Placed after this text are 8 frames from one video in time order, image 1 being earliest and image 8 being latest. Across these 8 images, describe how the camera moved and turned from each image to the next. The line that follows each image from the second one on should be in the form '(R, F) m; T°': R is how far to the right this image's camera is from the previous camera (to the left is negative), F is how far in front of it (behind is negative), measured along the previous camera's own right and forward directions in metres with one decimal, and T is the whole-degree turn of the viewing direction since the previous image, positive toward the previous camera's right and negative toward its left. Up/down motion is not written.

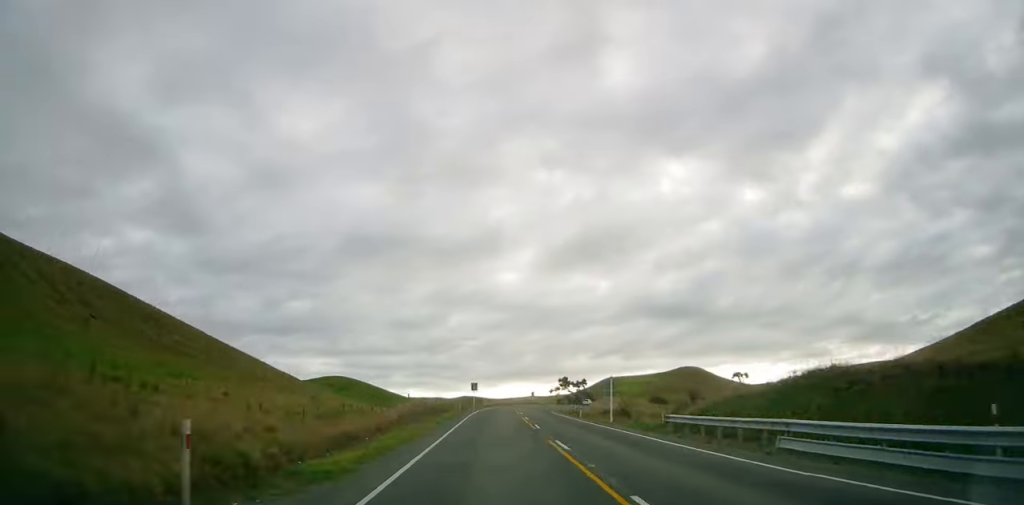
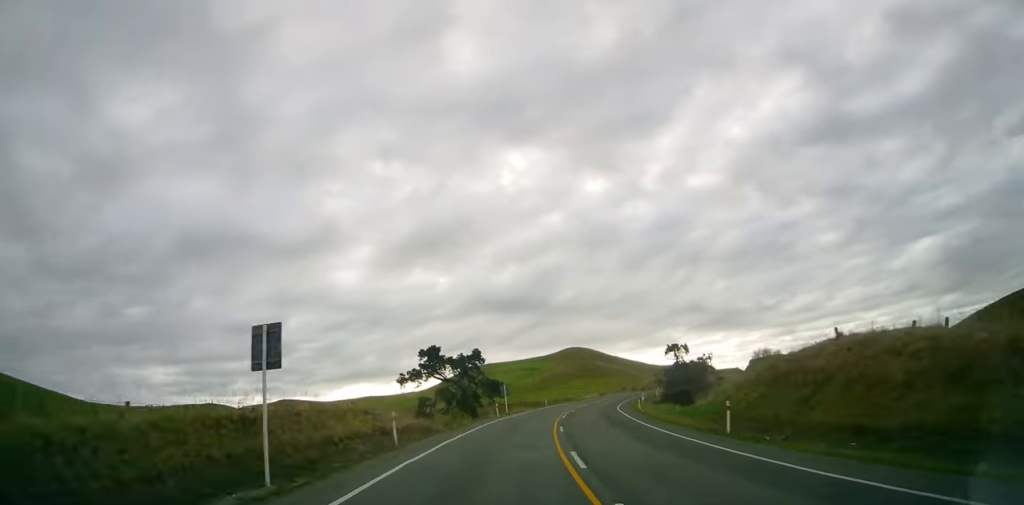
(+12.5, +104.0) m; +19°
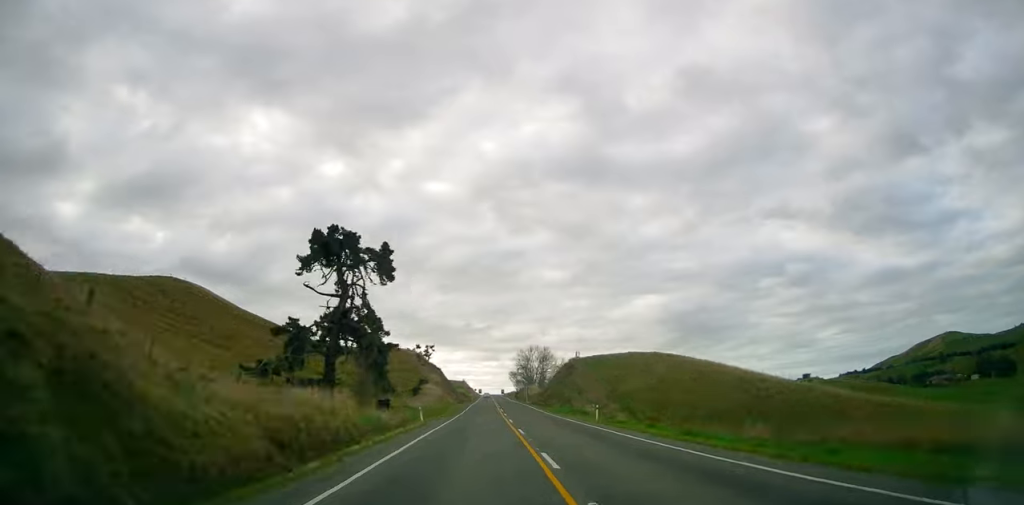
(+47.0, +162.4) m; +21°
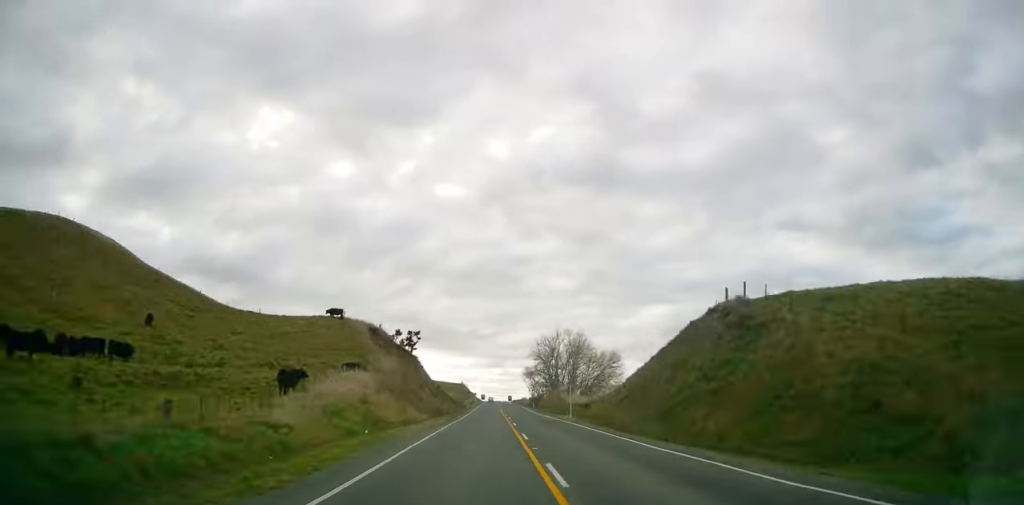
(+0.6, +52.2) m; +1°
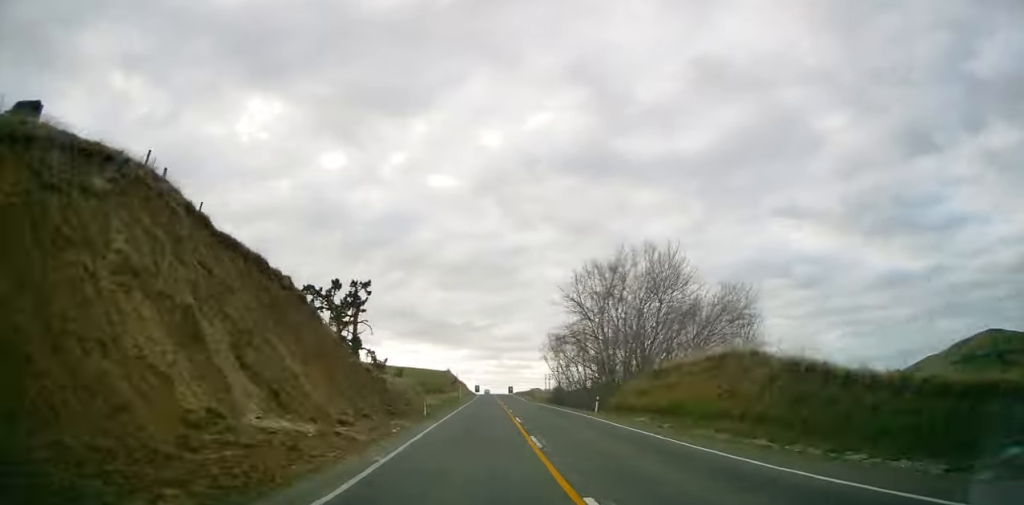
(-0.3, +52.1) m; 0°
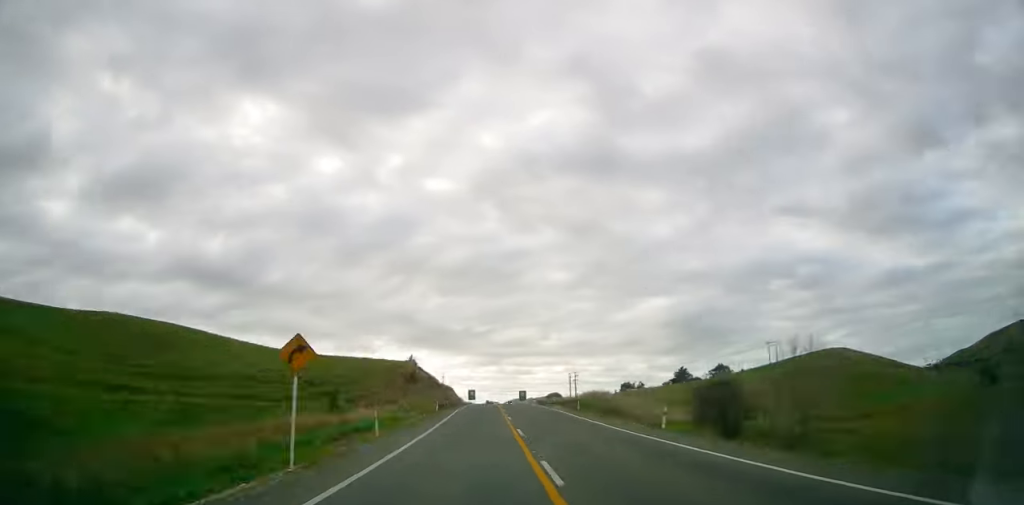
(-0.2, +69.1) m; 0°
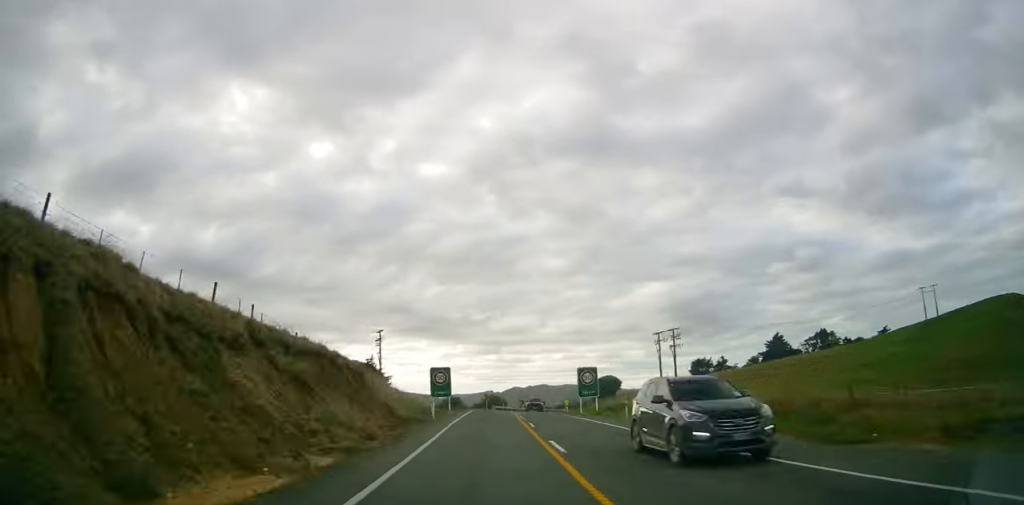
(+0.5, +92.1) m; +5°
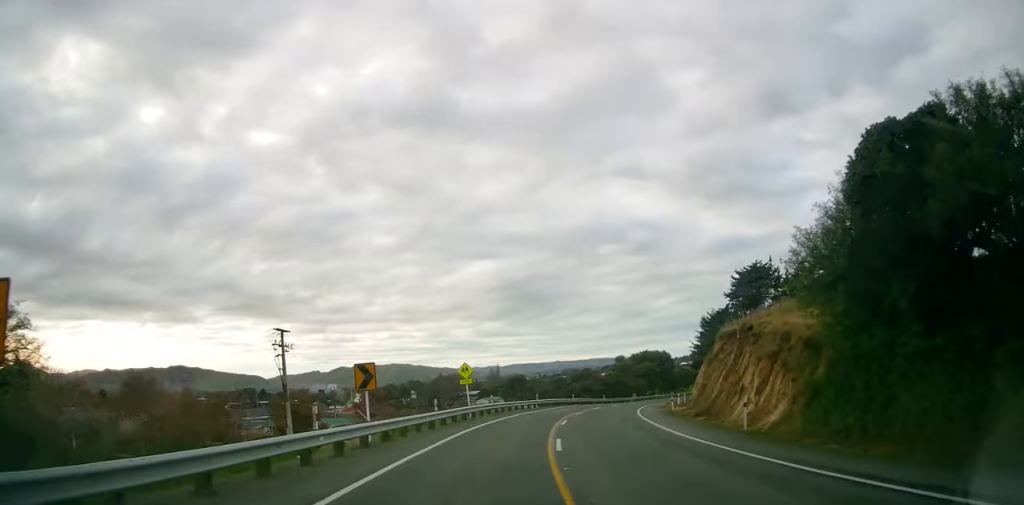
(+12.0, +108.6) m; +22°
